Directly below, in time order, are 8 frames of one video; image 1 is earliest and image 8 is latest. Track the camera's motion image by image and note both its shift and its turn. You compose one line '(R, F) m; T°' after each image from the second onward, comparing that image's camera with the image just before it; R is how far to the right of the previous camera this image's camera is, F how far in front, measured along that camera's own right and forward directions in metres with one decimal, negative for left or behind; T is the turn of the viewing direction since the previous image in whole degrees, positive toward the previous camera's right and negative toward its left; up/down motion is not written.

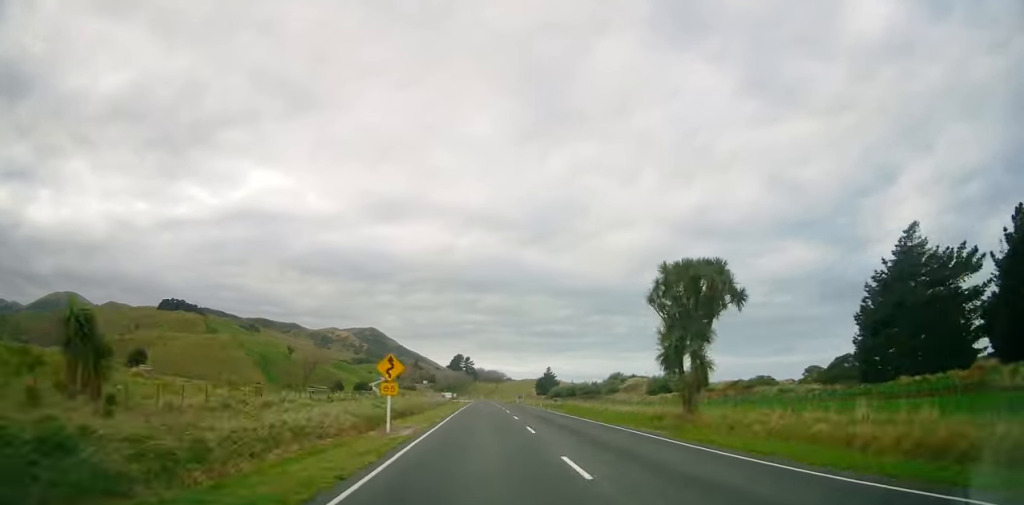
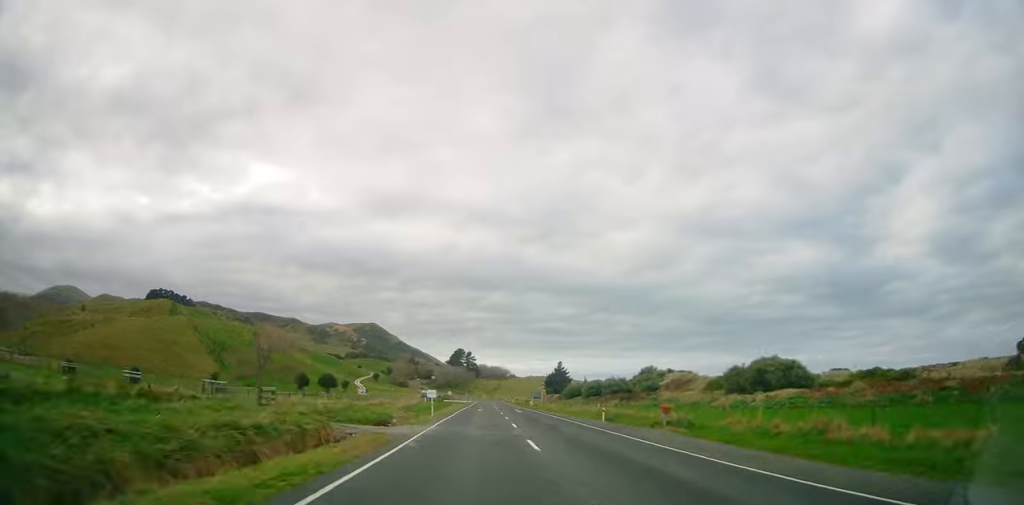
(+0.3, +44.8) m; 0°
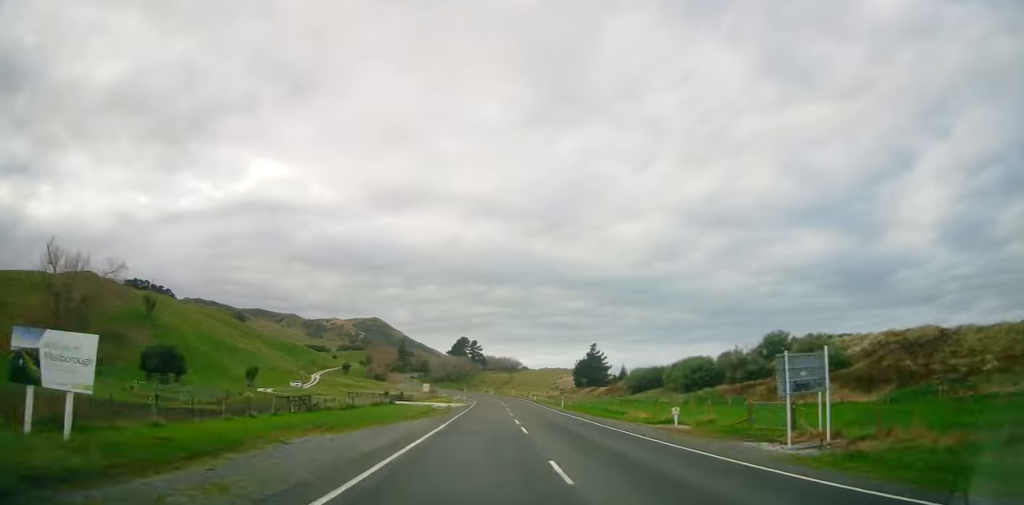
(-1.7, +85.5) m; -2°
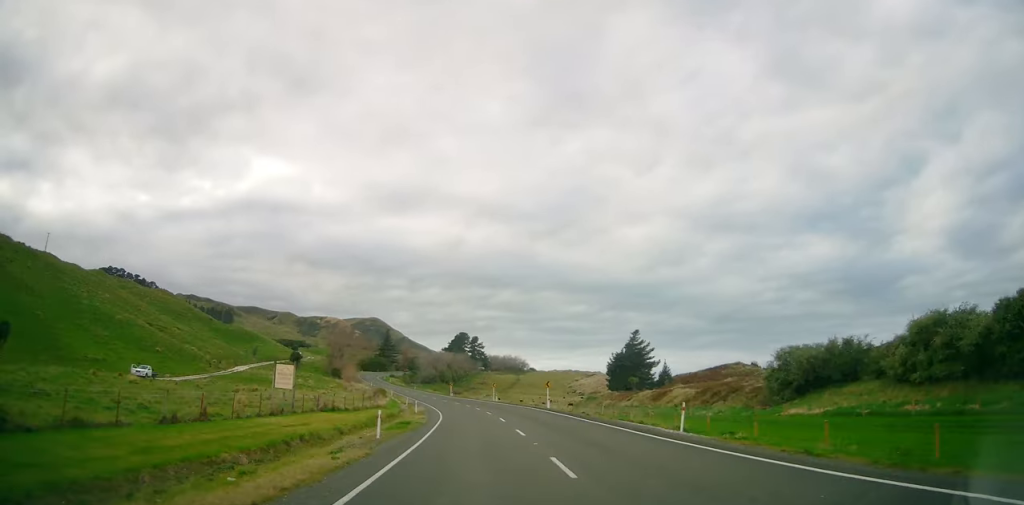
(+0.6, +67.2) m; -4°
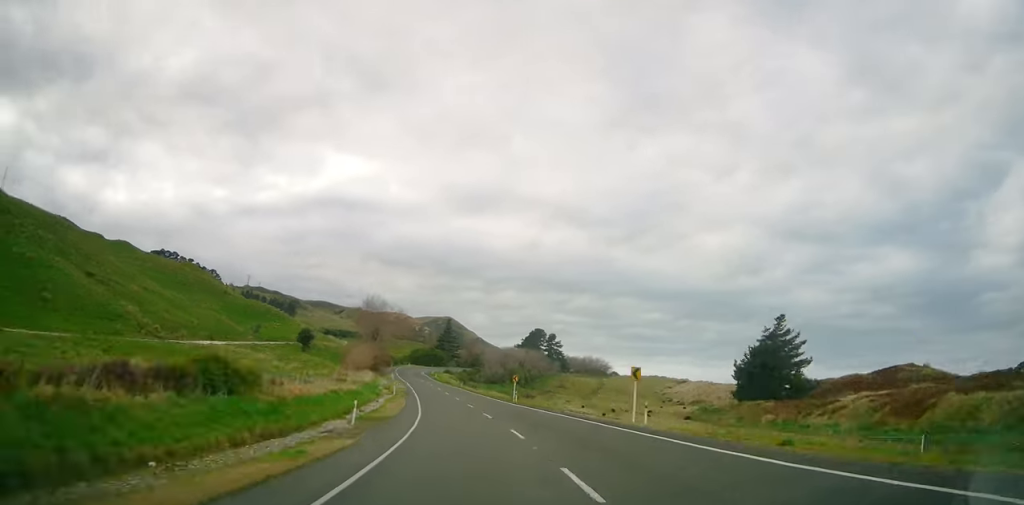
(-3.8, +51.7) m; -5°
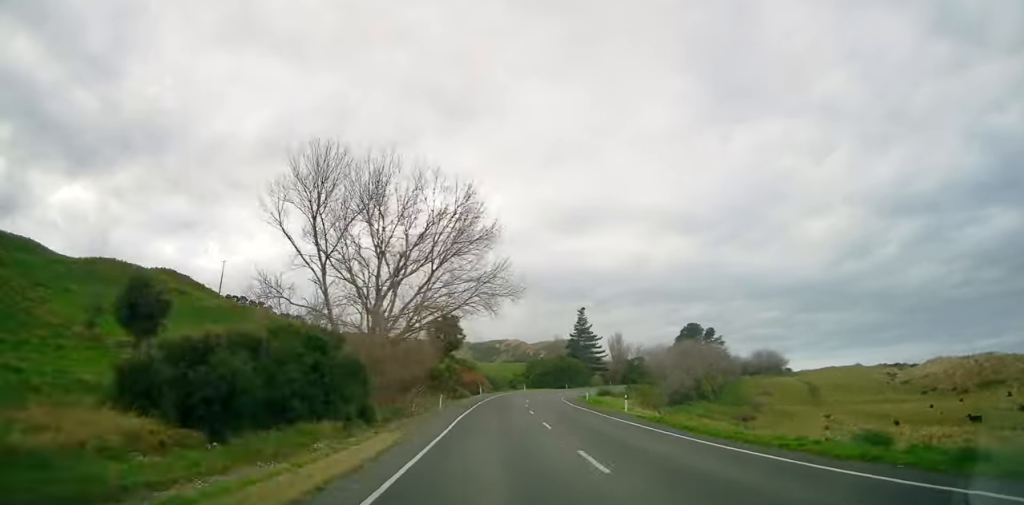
(-7.0, +93.6) m; 0°
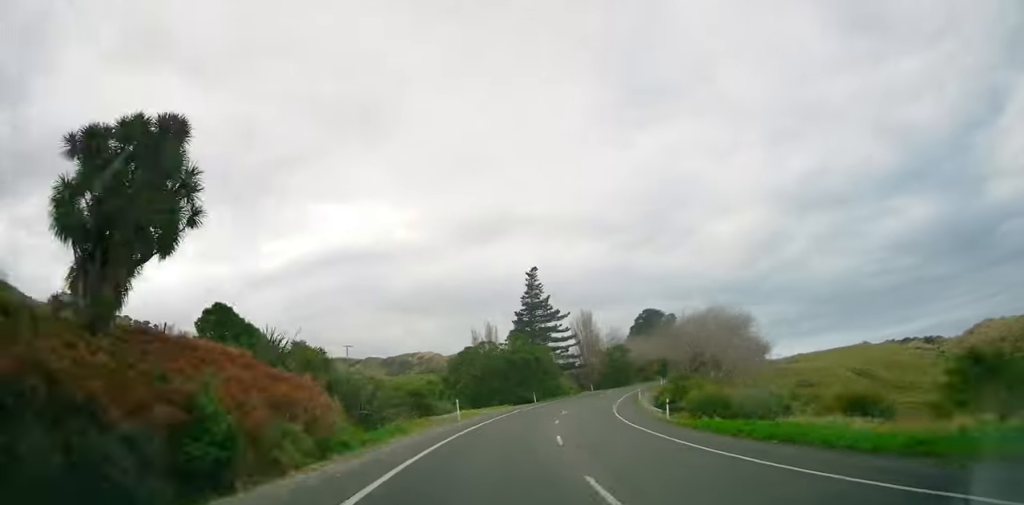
(+1.7, +60.2) m; +8°
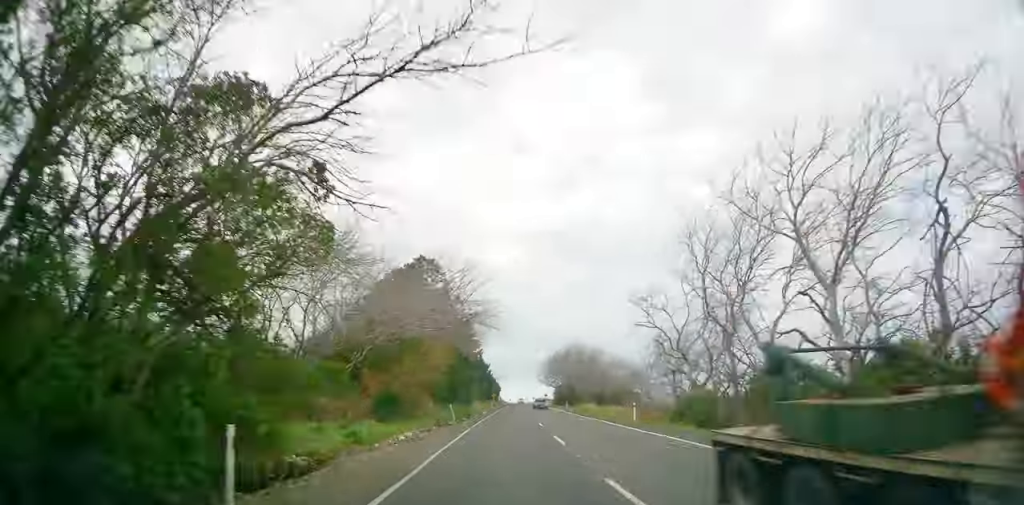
(+22.9, +109.2) m; +19°
